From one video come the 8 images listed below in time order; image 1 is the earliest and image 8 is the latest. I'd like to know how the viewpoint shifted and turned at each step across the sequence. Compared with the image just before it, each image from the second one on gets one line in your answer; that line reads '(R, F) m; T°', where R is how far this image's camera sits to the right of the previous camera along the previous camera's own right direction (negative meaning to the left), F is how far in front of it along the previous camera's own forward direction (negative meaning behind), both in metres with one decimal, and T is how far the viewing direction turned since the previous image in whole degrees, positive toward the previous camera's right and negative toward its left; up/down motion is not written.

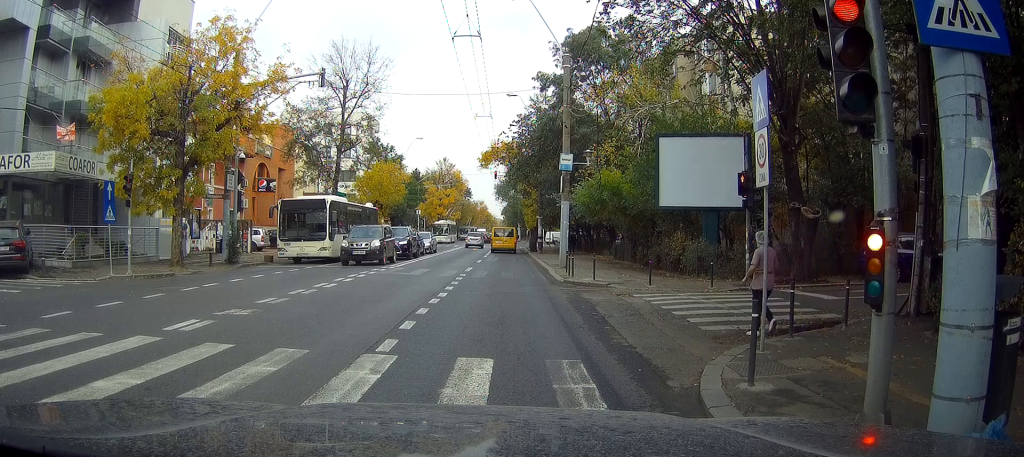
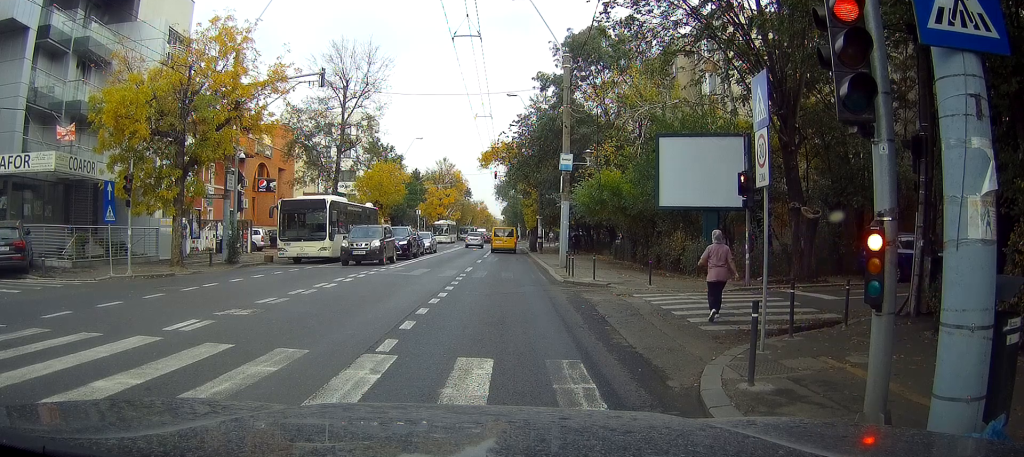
(0.0, 0.0) m; 0°
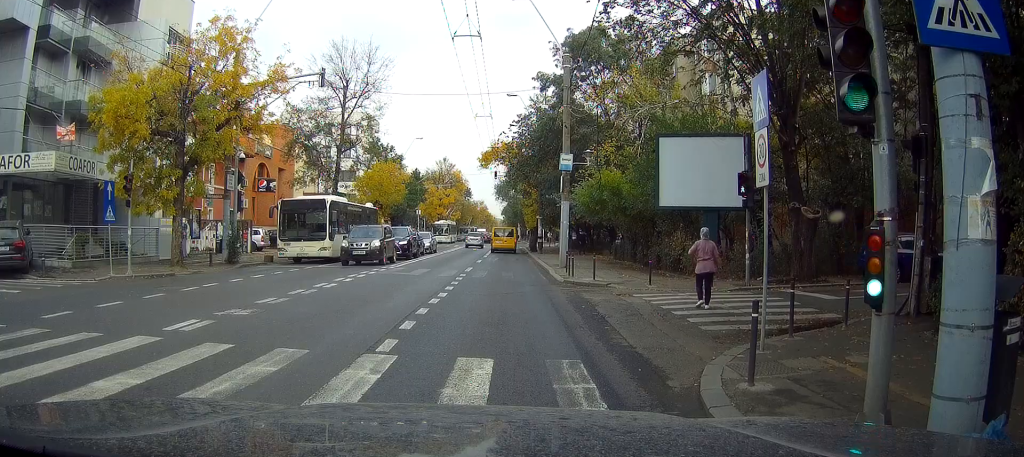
(0.0, 0.0) m; 0°
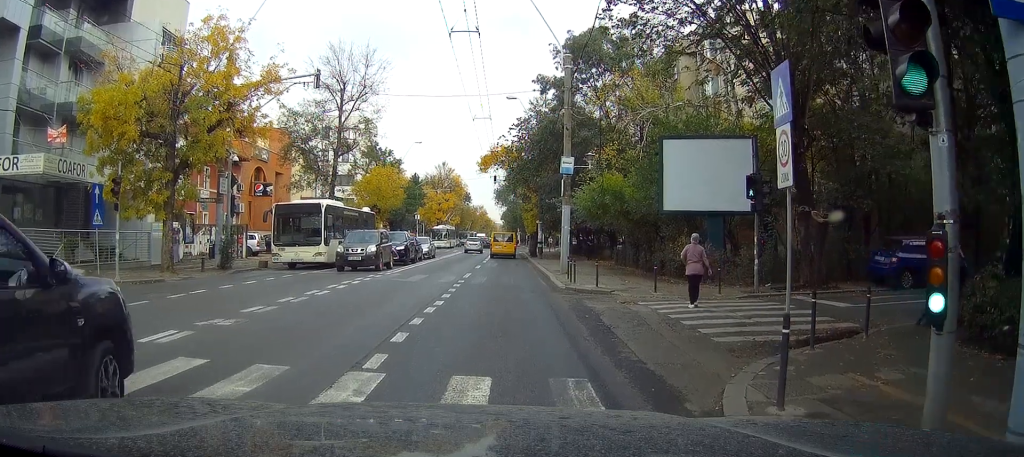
(0.0, +0.3) m; 0°
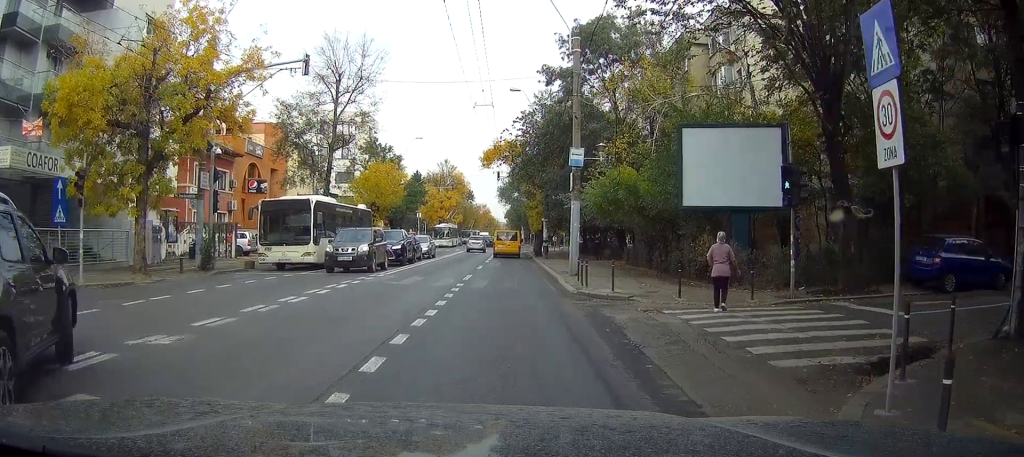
(0.0, +1.1) m; 0°
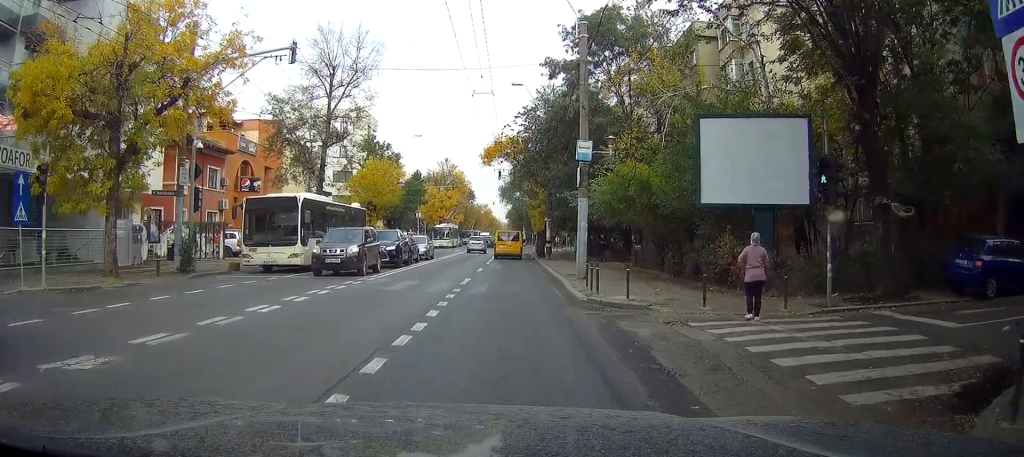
(0.0, +1.4) m; 0°
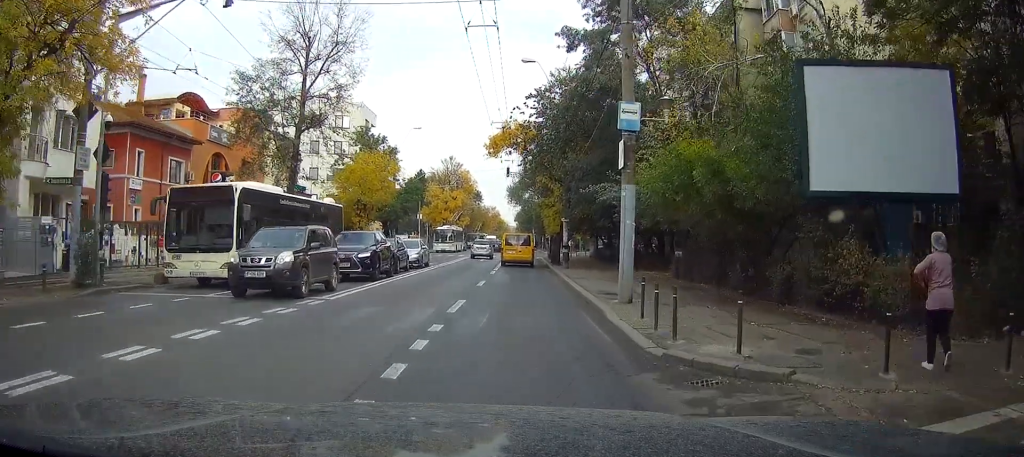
(0.0, +6.2) m; +3°
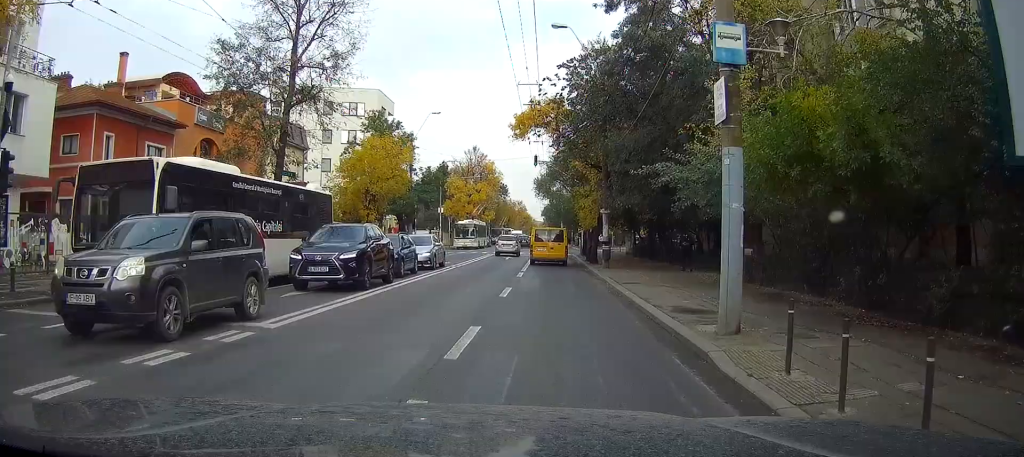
(+0.2, +5.5) m; +1°
